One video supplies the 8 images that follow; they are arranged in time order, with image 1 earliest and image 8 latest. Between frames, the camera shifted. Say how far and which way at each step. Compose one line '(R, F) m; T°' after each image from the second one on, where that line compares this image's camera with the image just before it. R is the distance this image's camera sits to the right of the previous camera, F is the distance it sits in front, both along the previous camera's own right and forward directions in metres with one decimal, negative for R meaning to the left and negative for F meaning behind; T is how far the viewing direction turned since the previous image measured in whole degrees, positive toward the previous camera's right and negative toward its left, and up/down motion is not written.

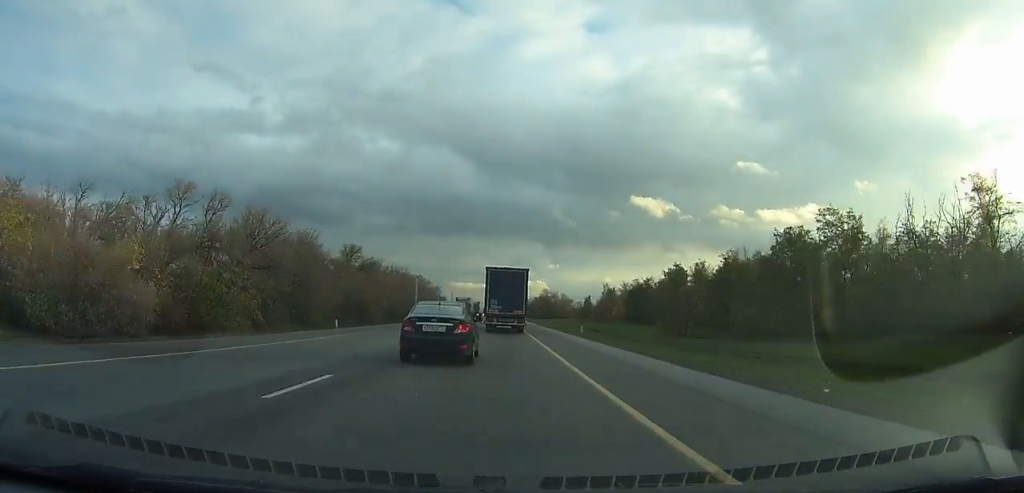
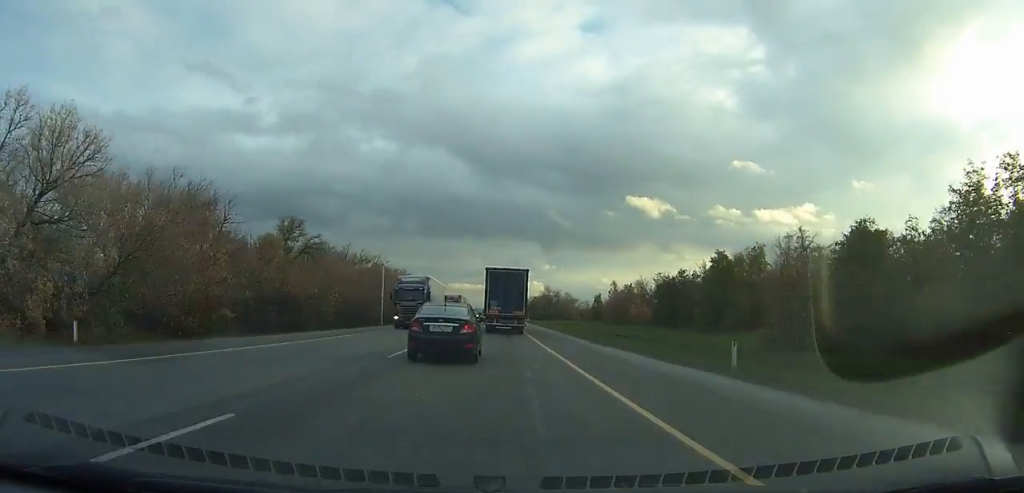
(0.0, +26.2) m; 0°
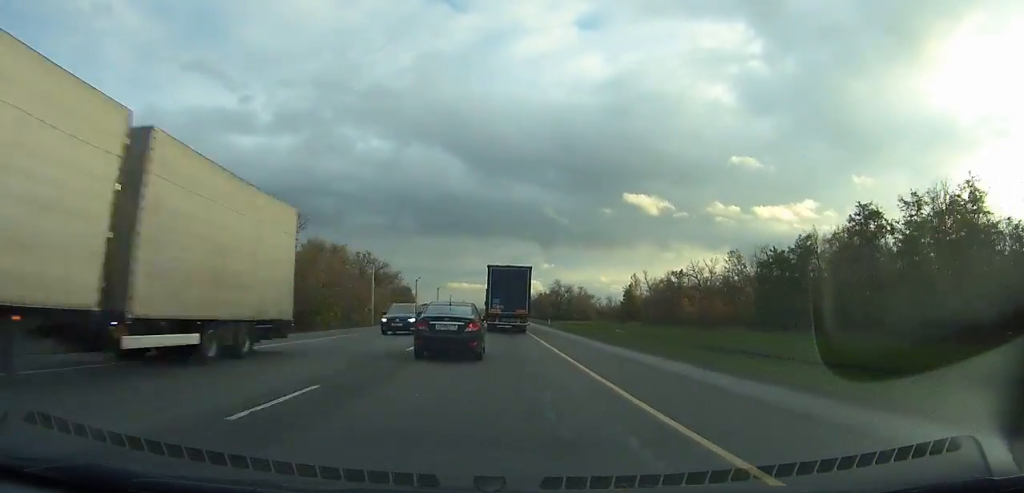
(-0.1, +40.6) m; 0°
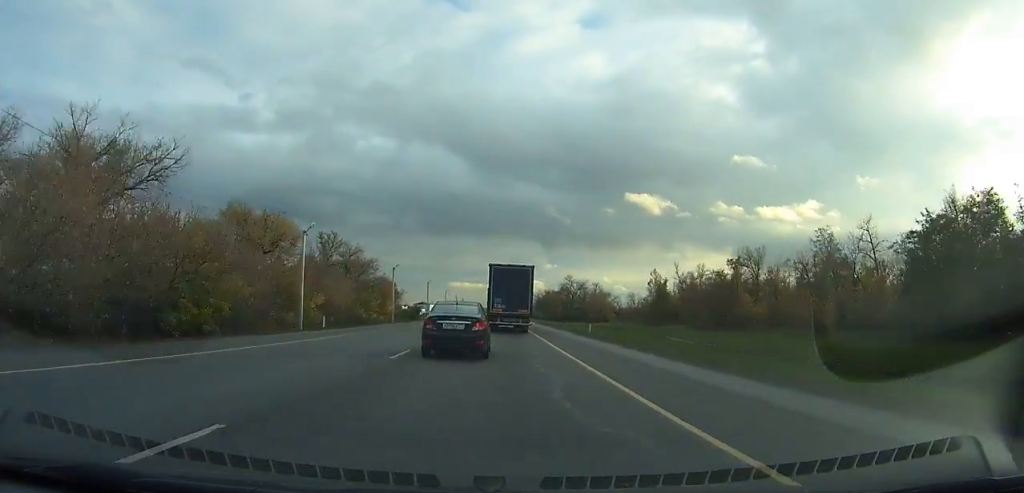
(-0.1, +26.1) m; 0°
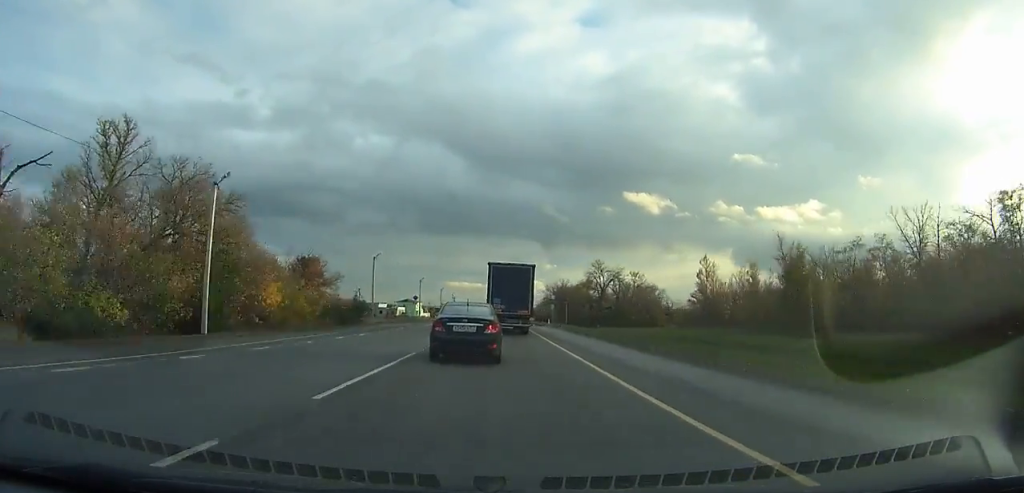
(0.0, +53.0) m; 0°
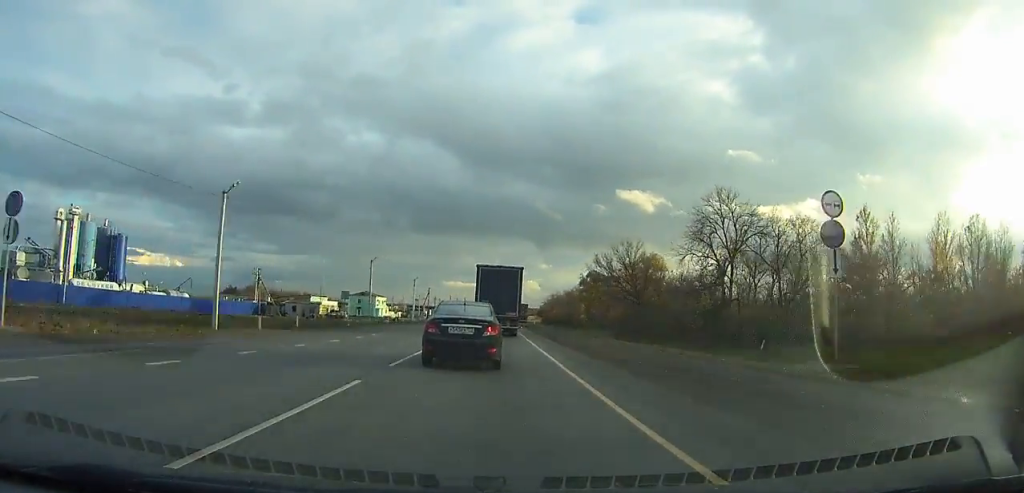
(0.0, +78.5) m; 0°
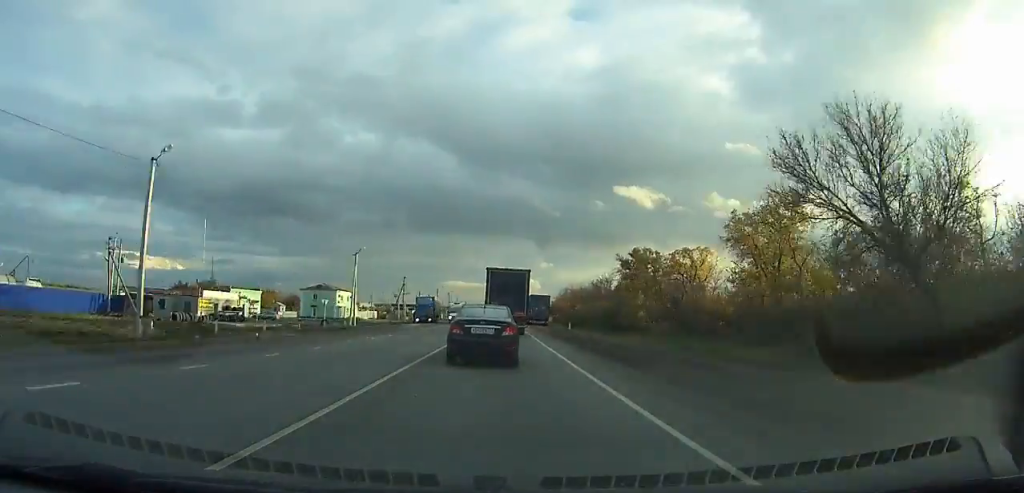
(+0.1, +49.5) m; 0°
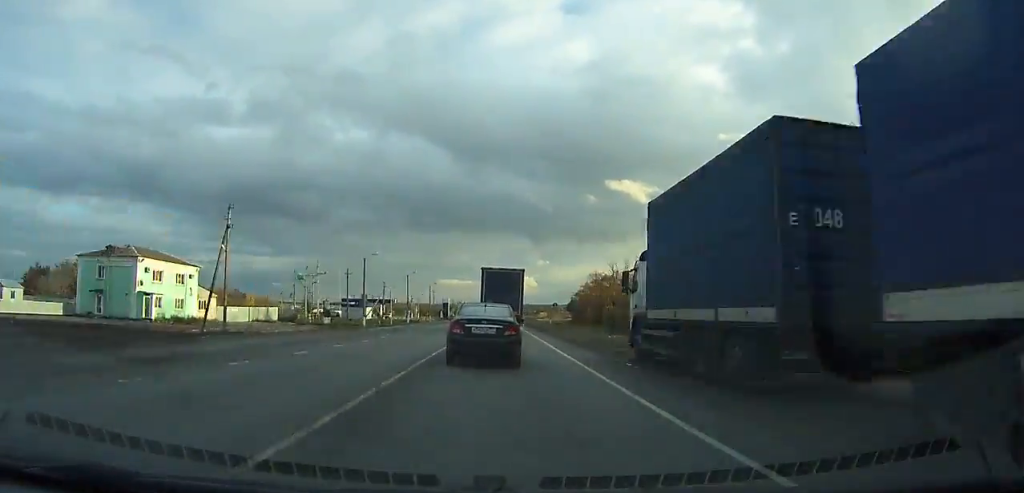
(+0.1, +78.2) m; 0°
